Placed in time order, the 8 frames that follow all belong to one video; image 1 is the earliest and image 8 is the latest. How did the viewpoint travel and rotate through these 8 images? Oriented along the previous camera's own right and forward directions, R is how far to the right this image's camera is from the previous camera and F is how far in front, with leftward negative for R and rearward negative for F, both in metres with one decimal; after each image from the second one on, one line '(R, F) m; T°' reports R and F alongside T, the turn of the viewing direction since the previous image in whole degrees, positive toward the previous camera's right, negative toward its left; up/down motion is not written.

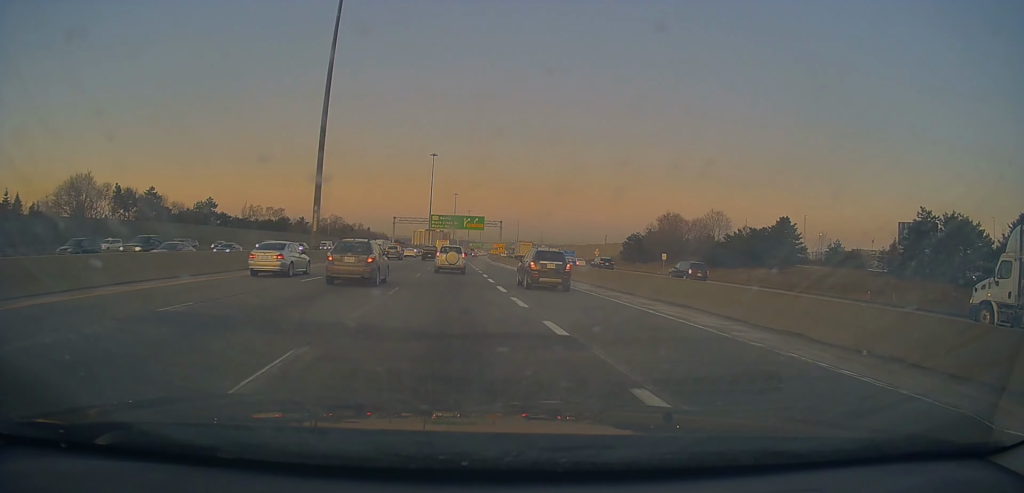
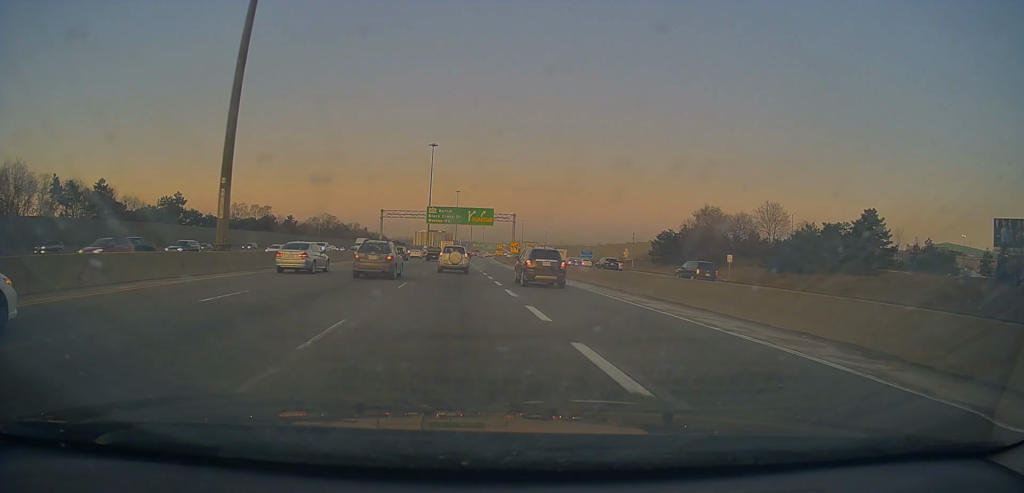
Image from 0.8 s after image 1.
(-0.2, +20.9) m; 0°
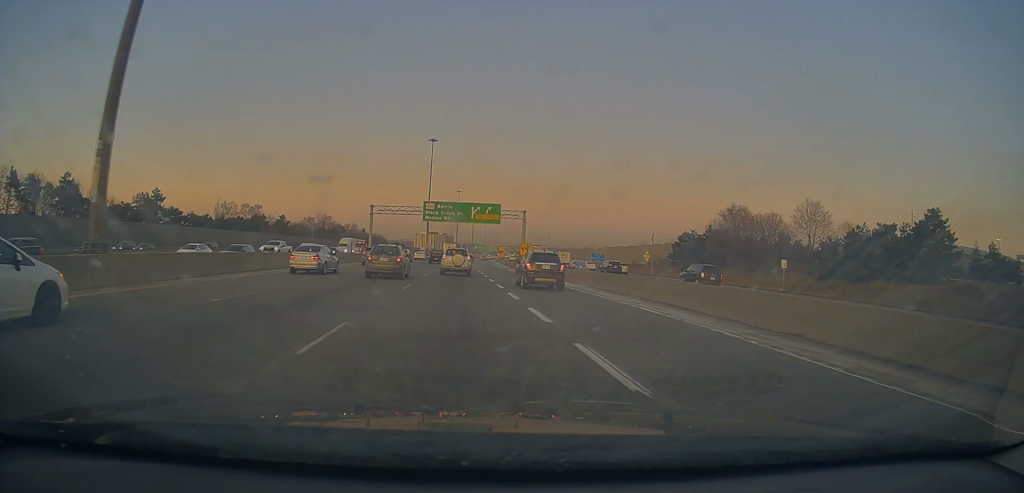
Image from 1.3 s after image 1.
(+0.1, +11.7) m; -1°
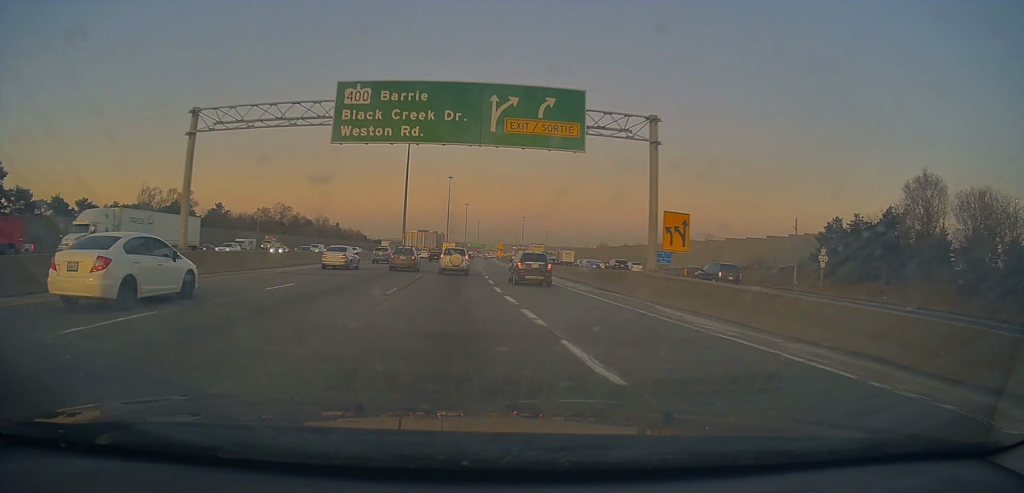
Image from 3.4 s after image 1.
(+0.3, +52.2) m; +1°
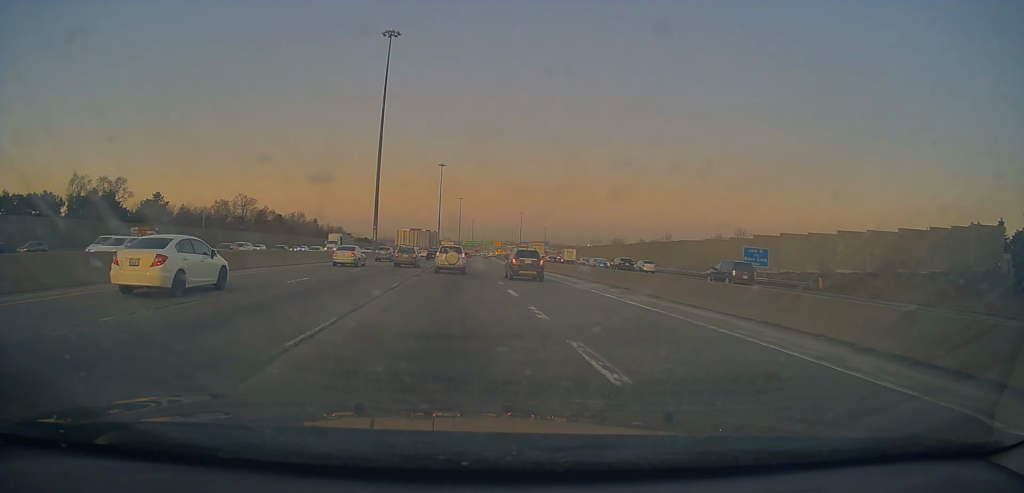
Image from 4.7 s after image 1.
(-0.5, +33.2) m; -1°
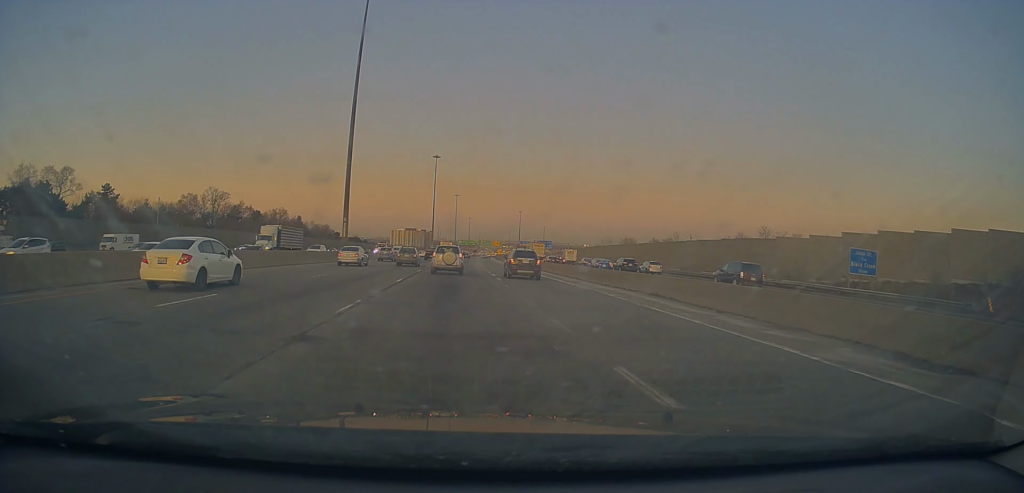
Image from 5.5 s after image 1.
(+0.3, +20.5) m; +1°
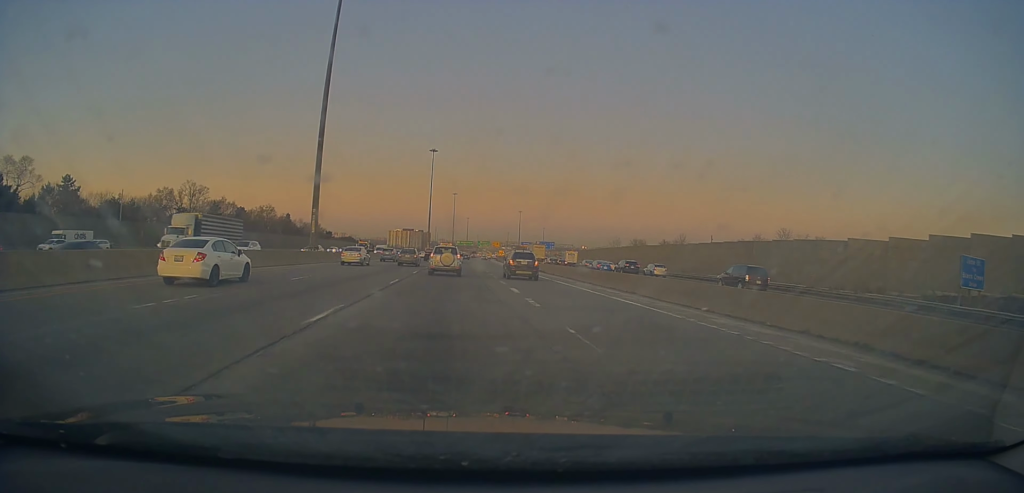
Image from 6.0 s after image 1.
(+0.1, +13.6) m; +1°
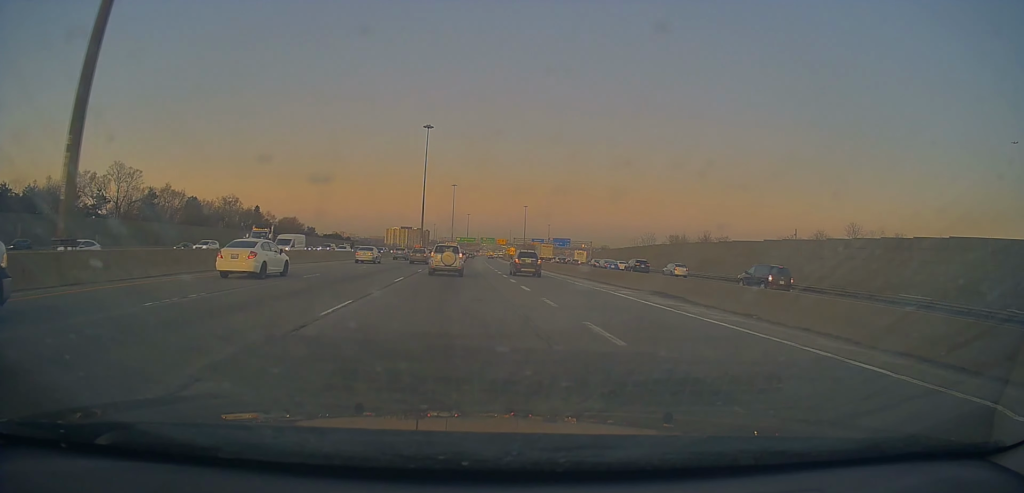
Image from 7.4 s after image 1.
(+0.3, +35.6) m; +1°
